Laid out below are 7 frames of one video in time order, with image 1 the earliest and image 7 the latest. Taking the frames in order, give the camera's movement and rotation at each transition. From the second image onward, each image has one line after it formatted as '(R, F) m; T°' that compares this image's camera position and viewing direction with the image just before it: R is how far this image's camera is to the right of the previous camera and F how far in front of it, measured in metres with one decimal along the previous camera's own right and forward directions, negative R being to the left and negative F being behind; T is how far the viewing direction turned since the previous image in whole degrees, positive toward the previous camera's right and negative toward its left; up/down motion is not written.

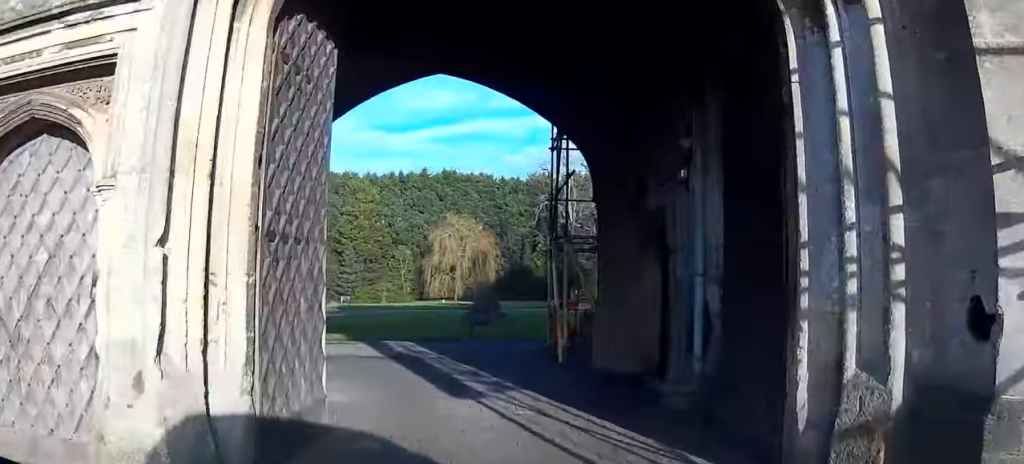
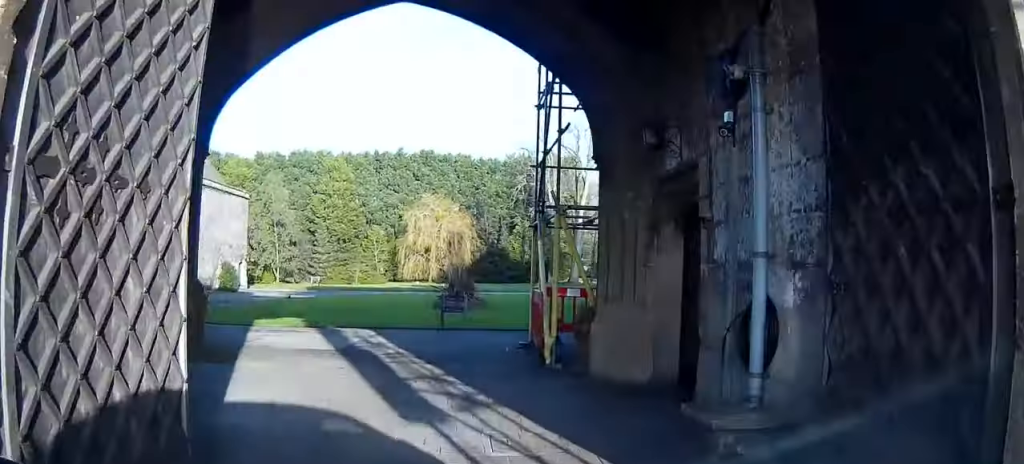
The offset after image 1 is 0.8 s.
(+0.2, +2.8) m; -3°
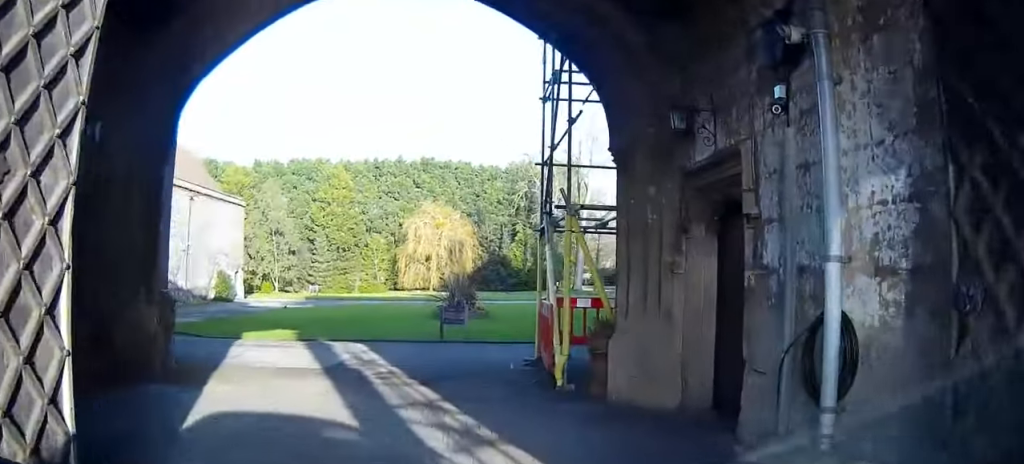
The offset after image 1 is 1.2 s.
(+0.2, +1.4) m; -3°
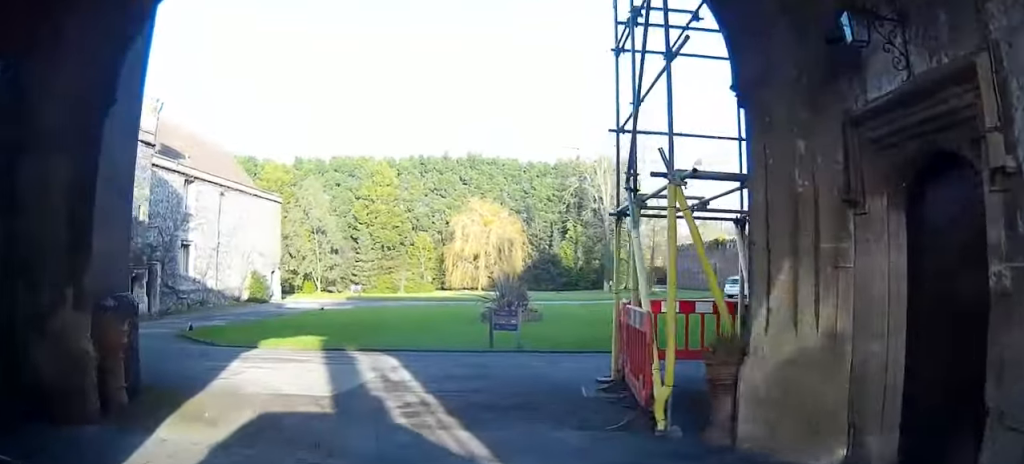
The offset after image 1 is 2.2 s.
(-0.7, +2.1) m; -6°
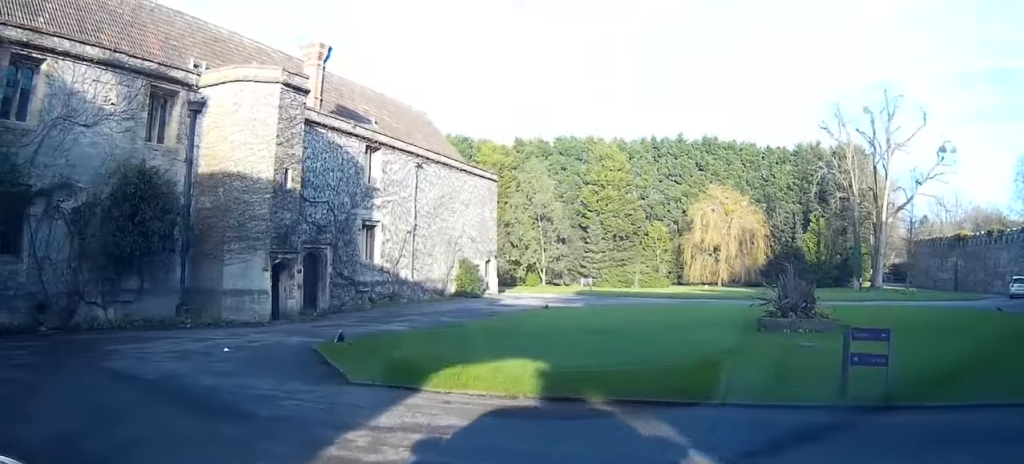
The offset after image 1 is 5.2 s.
(+1.1, +6.0) m; -11°
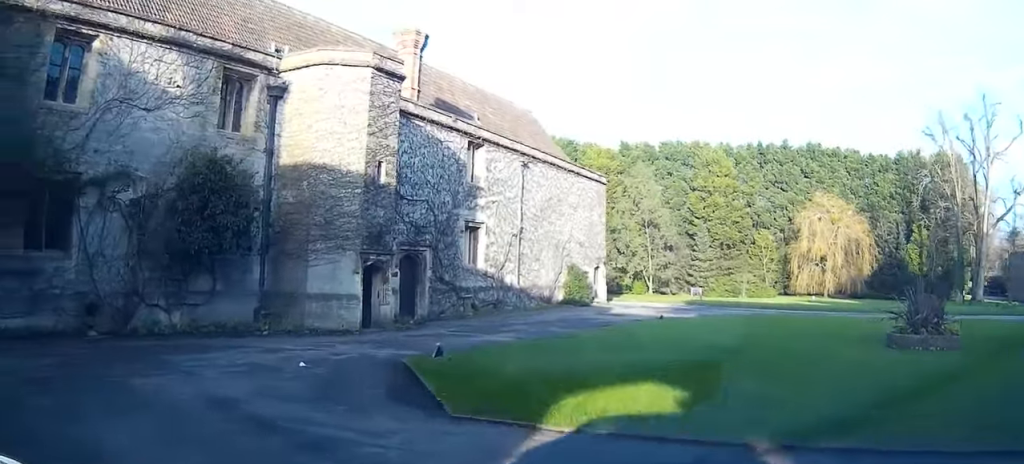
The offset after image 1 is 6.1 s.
(-0.3, +1.9) m; -7°
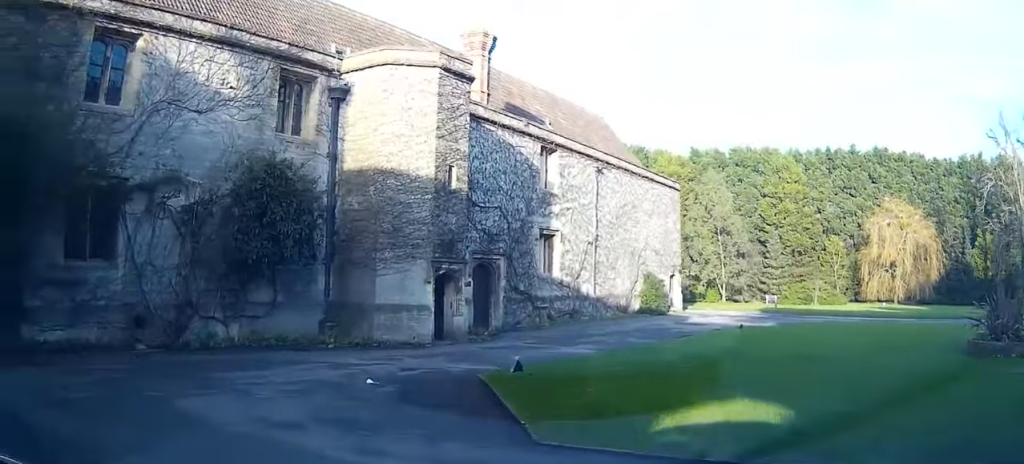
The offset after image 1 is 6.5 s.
(0.0, +0.9) m; -1°
